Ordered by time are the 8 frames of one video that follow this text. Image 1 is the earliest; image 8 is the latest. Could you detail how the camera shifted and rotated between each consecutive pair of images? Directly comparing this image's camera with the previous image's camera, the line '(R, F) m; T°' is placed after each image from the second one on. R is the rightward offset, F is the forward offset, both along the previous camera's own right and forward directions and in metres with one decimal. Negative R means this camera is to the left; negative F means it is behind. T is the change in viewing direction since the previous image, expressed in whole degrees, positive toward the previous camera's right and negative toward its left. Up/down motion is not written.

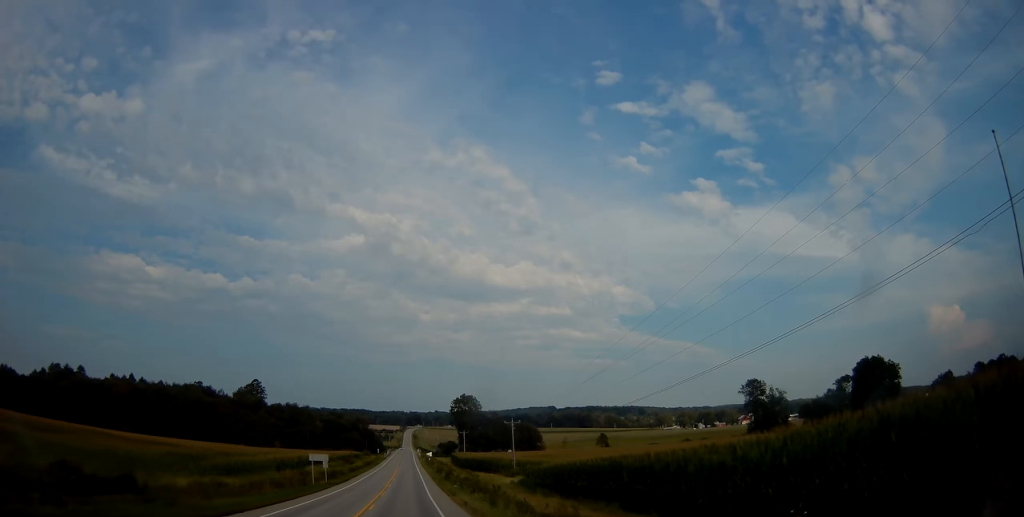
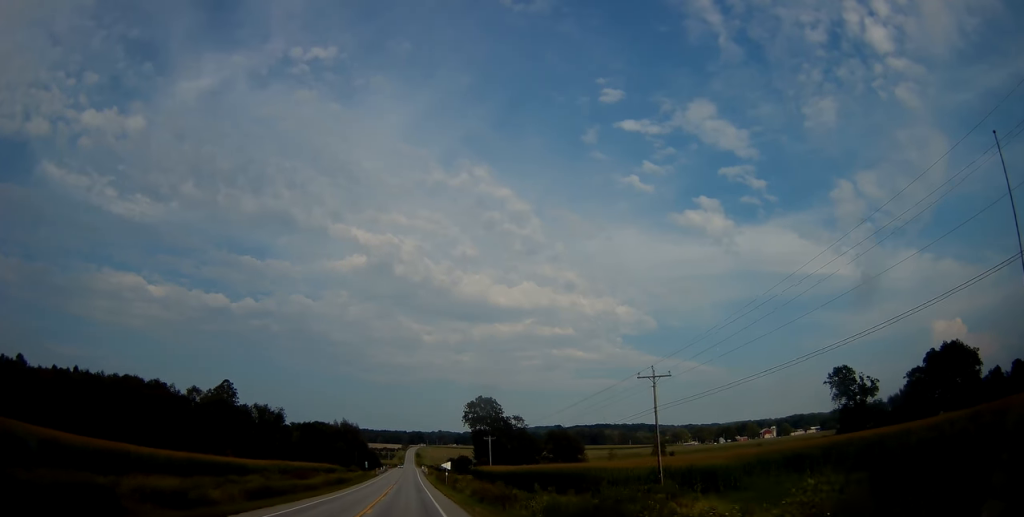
(0.0, +50.8) m; 0°
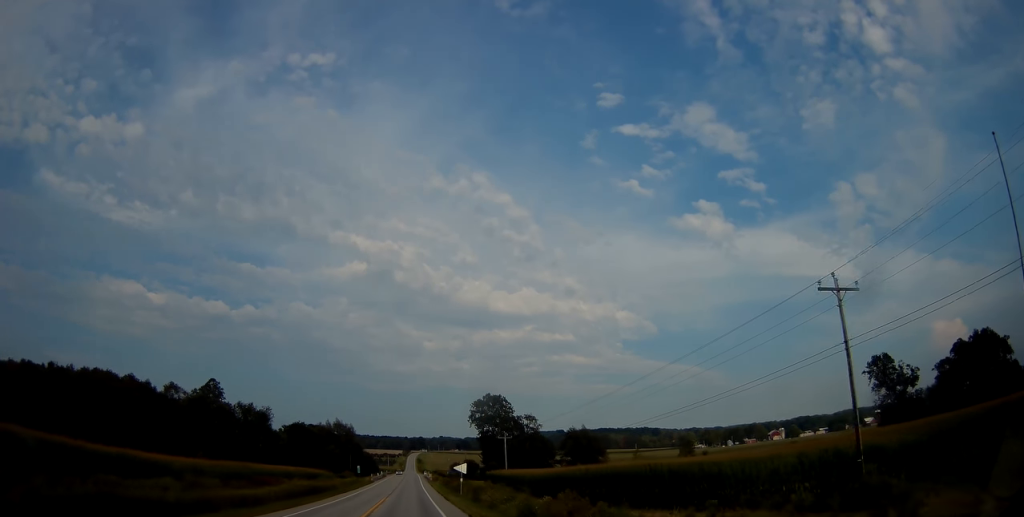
(0.0, +18.4) m; 0°
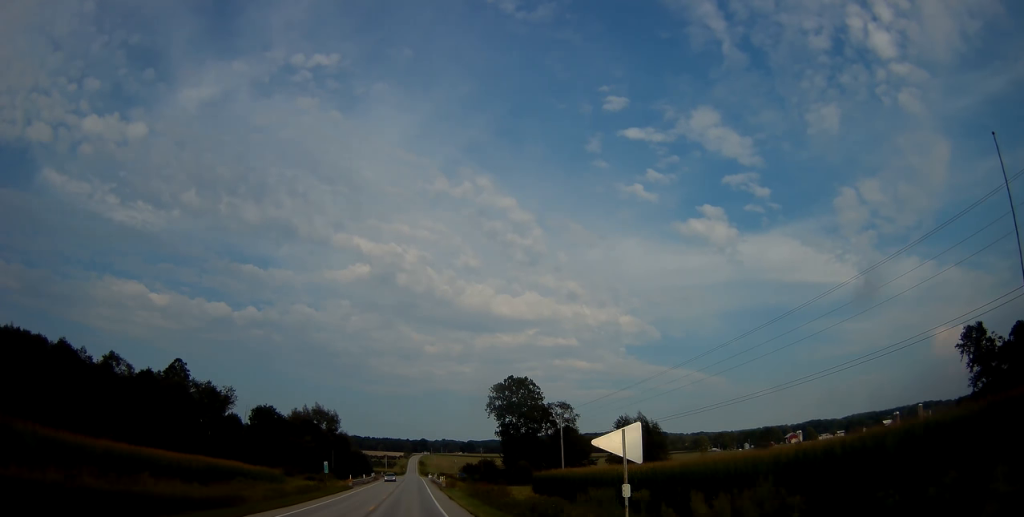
(0.0, +37.5) m; 0°
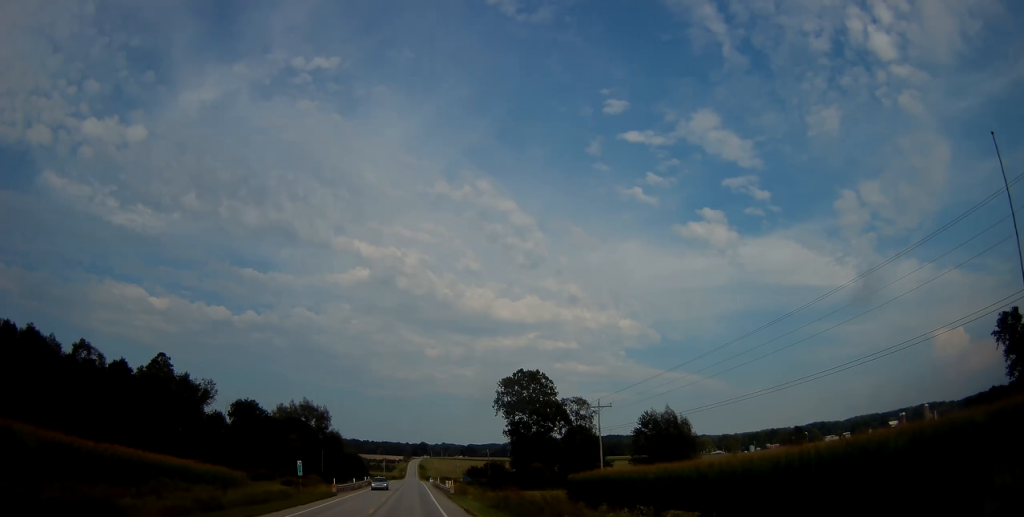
(0.0, +13.5) m; 0°
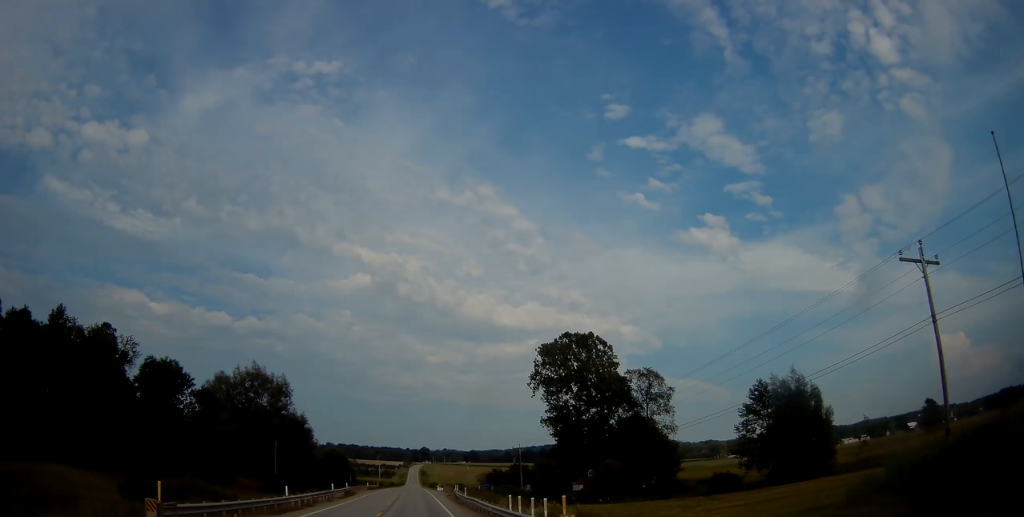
(0.0, +37.1) m; 0°
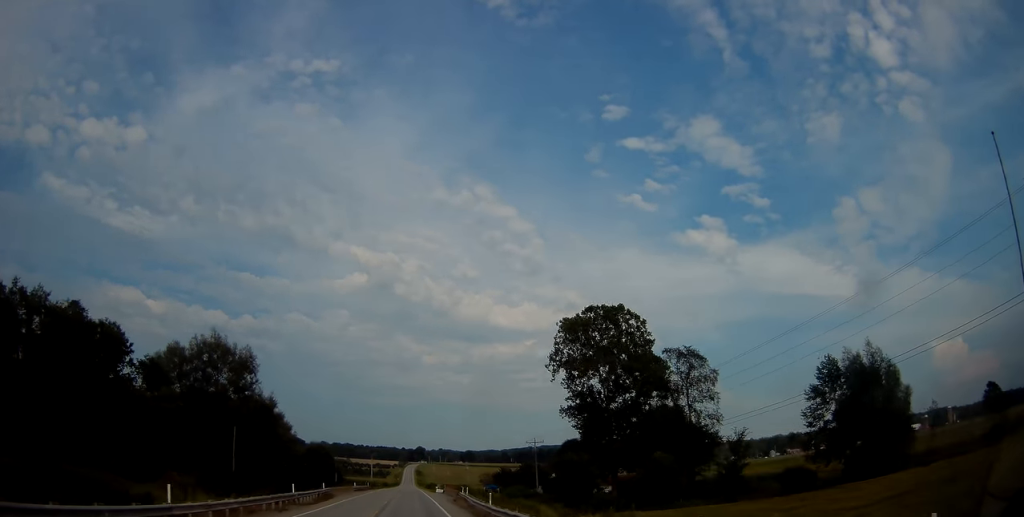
(0.0, +14.7) m; 0°
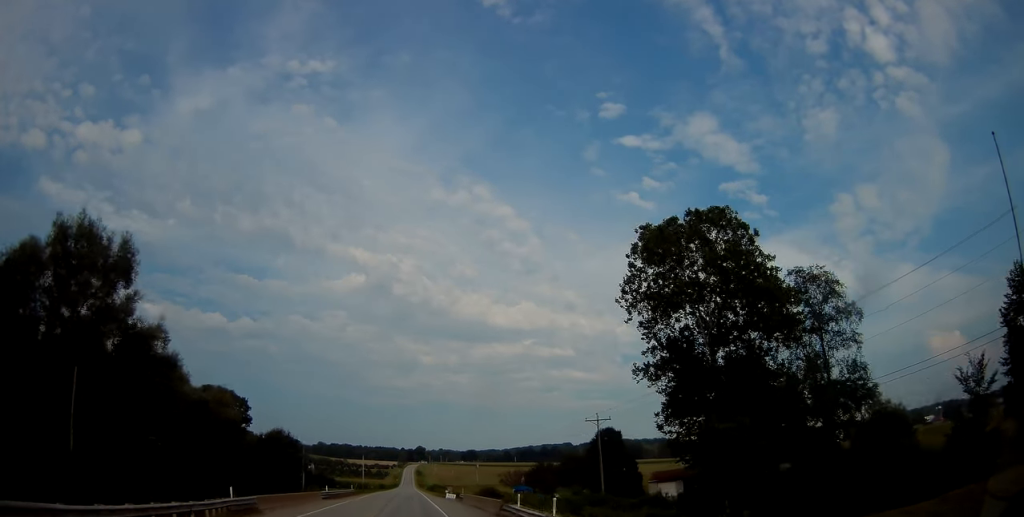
(0.0, +27.6) m; 0°
